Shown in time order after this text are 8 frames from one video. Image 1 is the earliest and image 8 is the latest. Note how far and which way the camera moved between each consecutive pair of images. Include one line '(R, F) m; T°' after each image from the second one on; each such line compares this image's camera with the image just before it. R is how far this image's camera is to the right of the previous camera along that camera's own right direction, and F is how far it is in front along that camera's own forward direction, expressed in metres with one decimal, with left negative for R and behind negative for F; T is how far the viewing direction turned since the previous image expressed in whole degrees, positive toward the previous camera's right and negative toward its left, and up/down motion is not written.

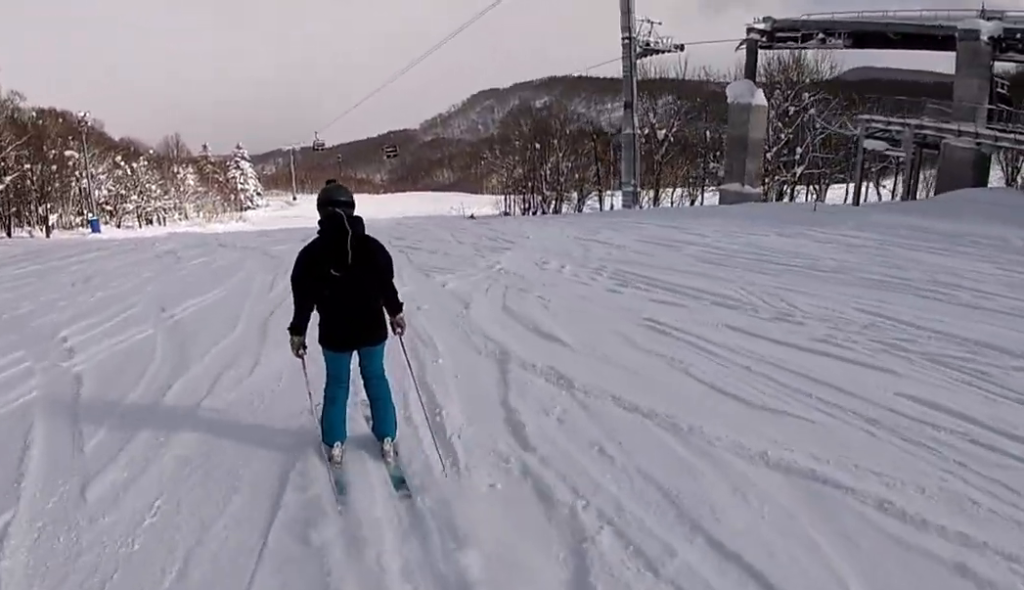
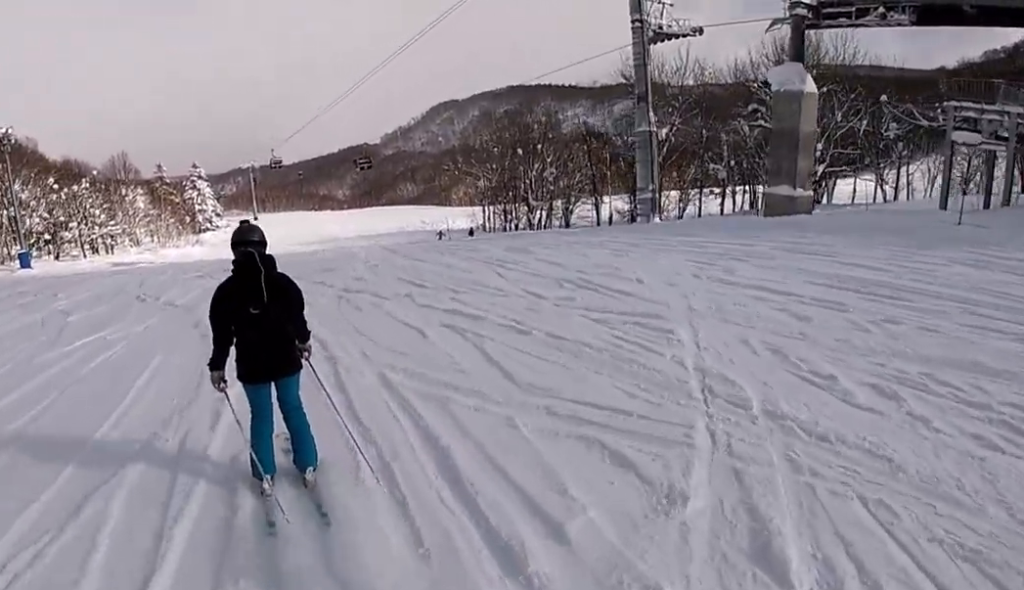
(-0.9, +8.3) m; -3°
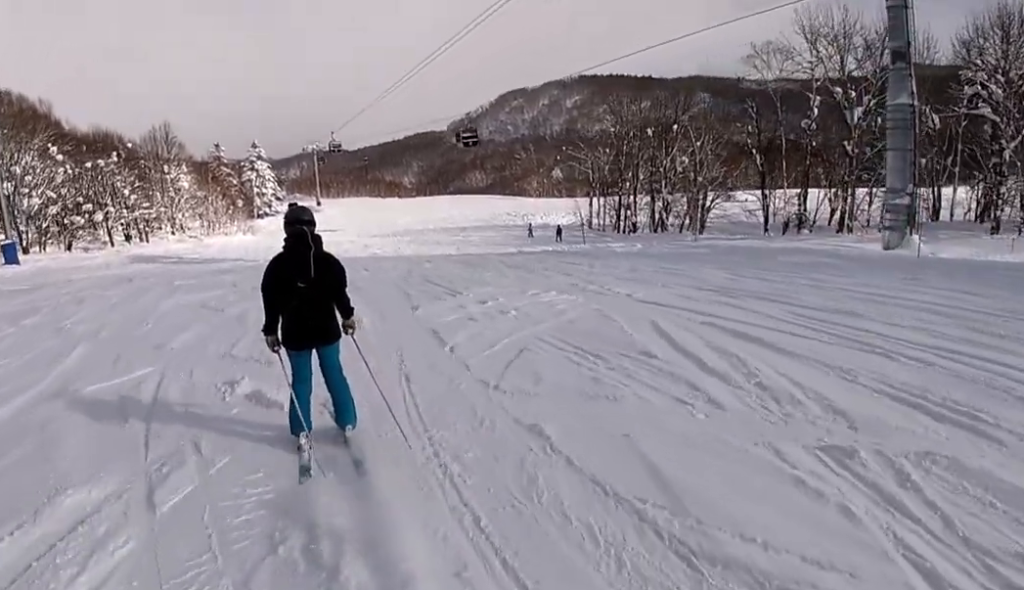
(+1.4, +15.4) m; +9°
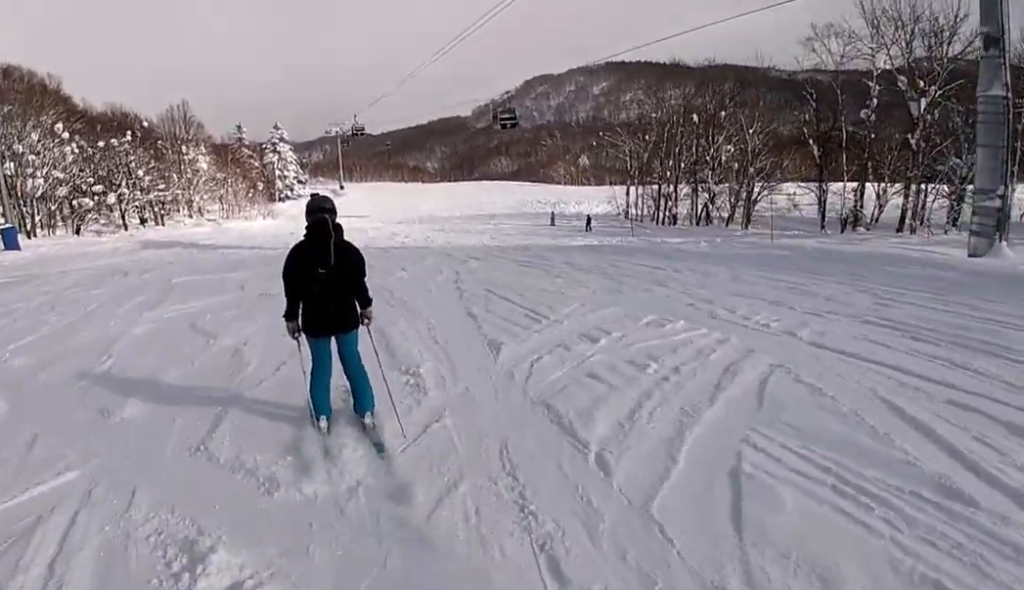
(0.0, +3.4) m; +1°
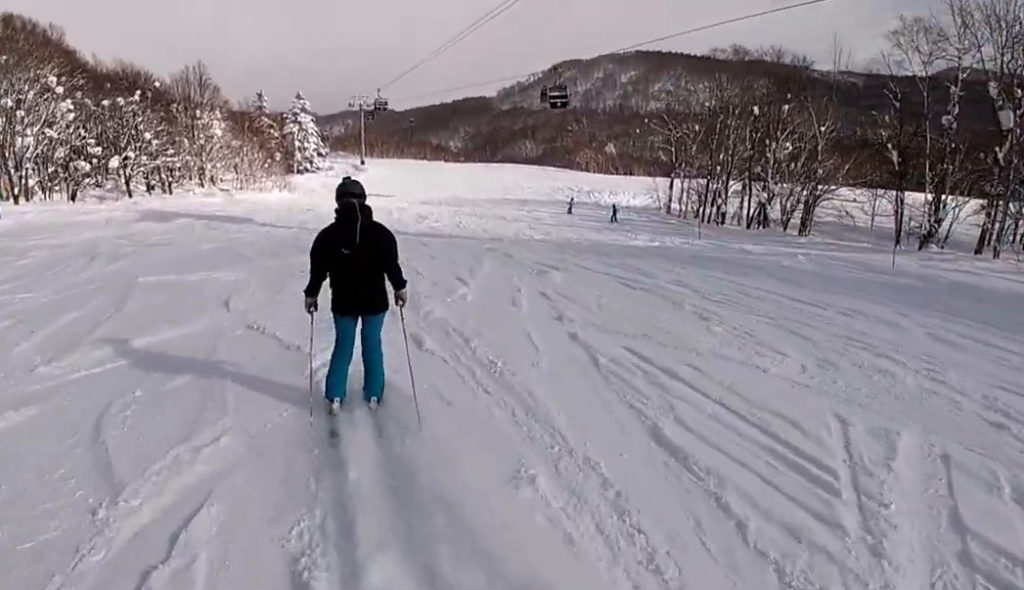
(0.0, +5.0) m; 0°
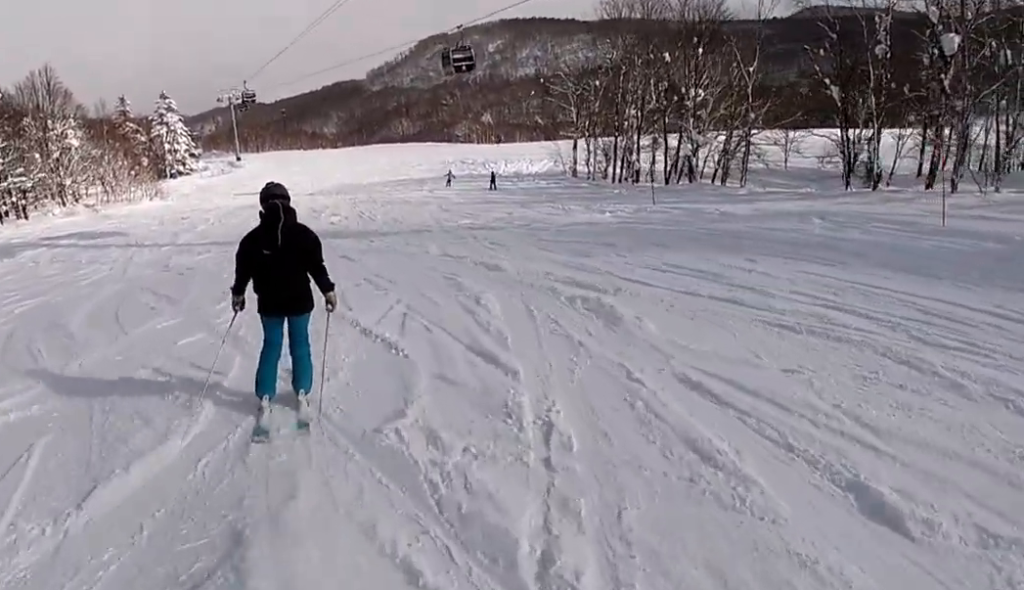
(0.0, +6.1) m; 0°
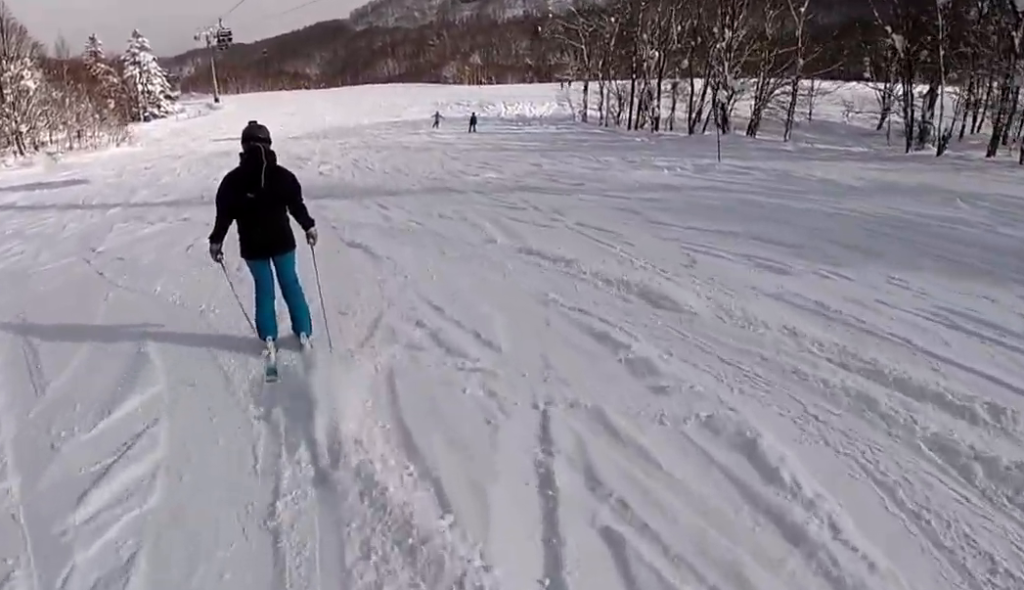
(0.0, +5.3) m; 0°
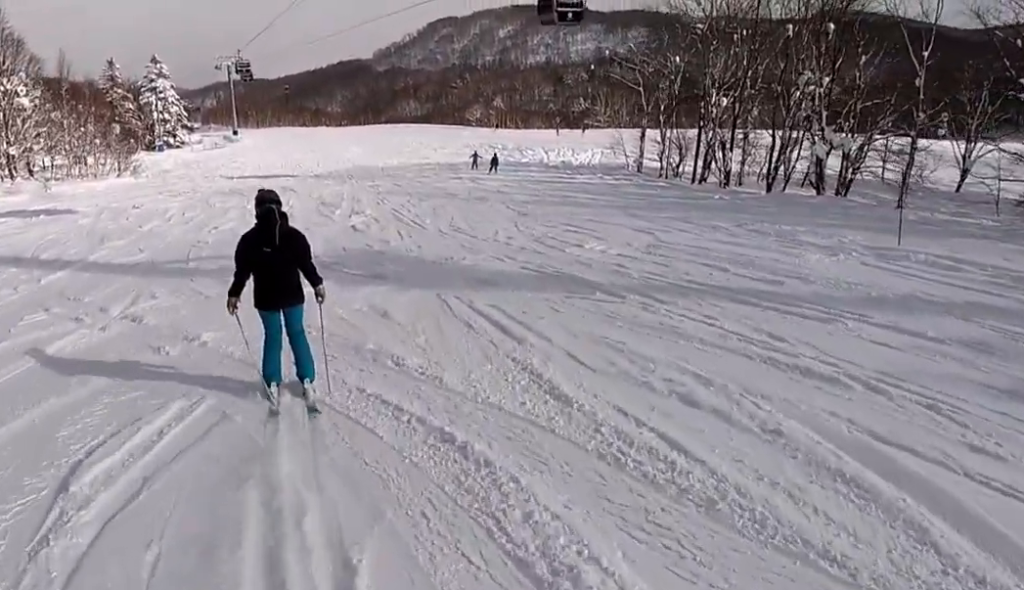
(0.0, +7.3) m; 0°
